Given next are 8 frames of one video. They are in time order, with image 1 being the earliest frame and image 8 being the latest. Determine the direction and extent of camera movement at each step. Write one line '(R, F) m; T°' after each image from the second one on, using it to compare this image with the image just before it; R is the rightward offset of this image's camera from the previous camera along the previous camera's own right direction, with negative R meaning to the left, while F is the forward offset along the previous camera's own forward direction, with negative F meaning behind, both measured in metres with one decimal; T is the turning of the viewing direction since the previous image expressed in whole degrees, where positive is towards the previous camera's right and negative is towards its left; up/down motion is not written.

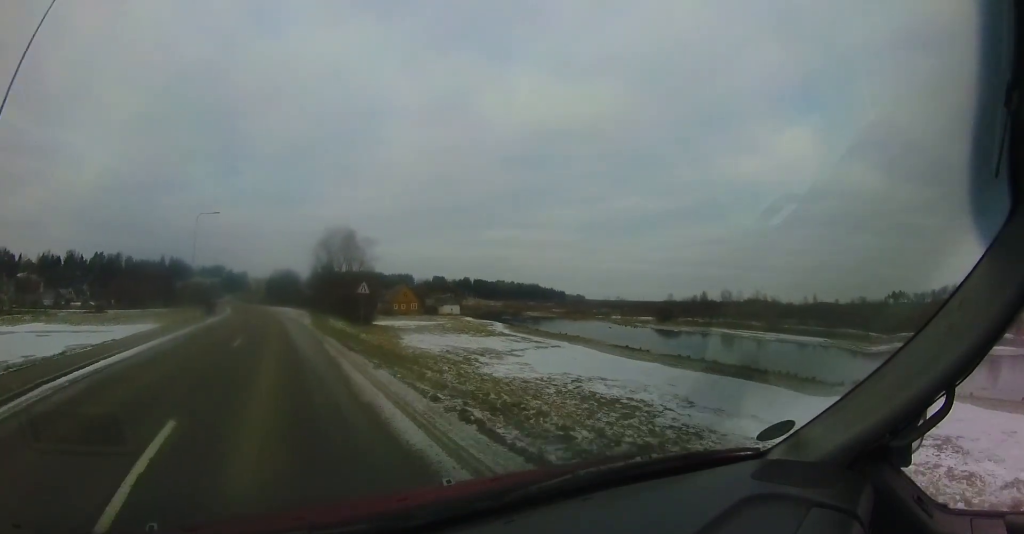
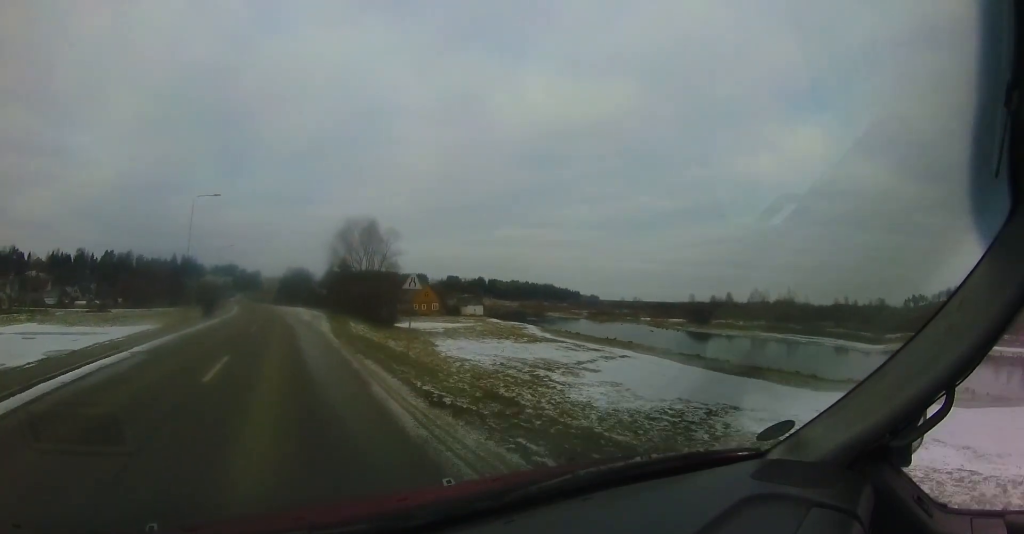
(-0.5, +6.1) m; +1°
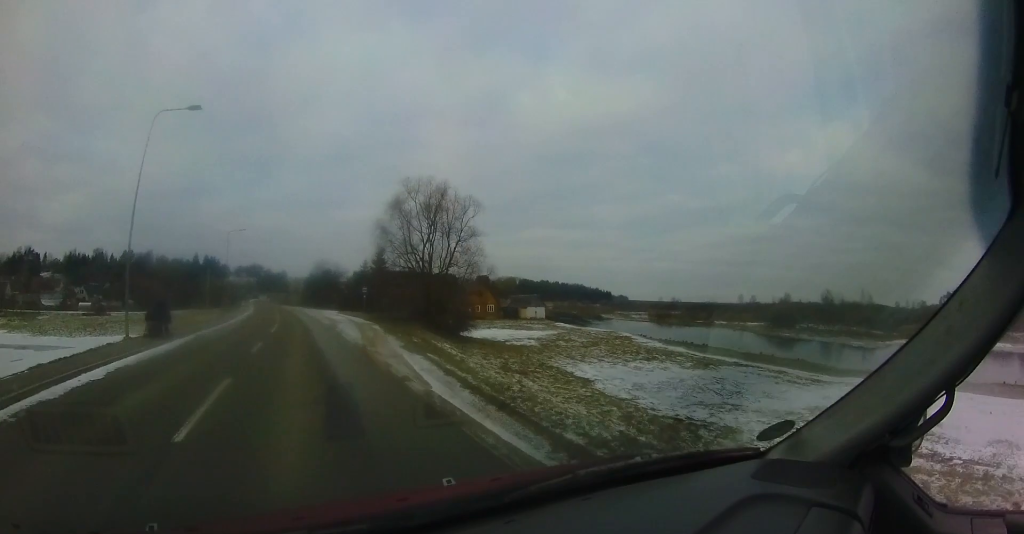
(+0.8, +14.7) m; +2°
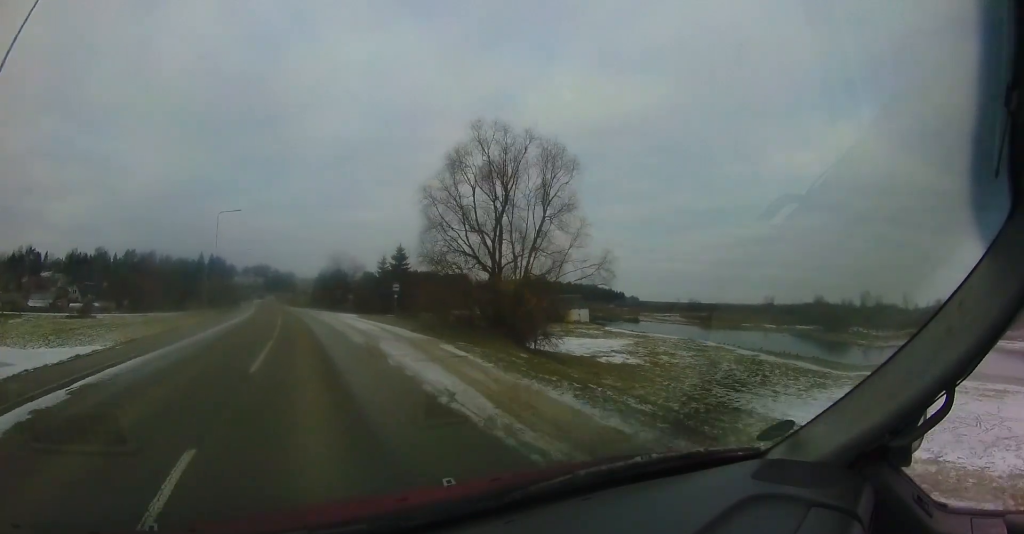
(-0.4, +10.0) m; -1°
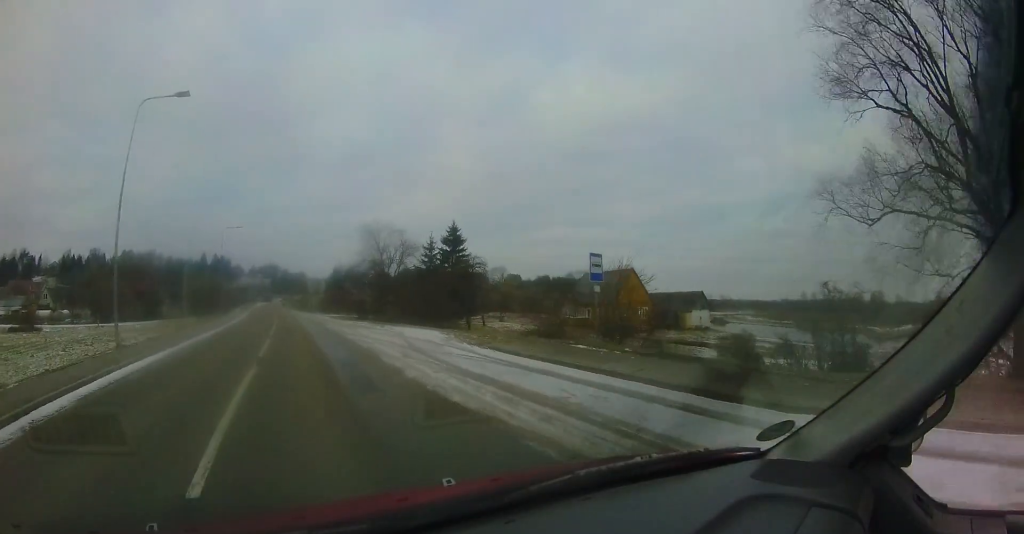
(+0.2, +20.1) m; -1°
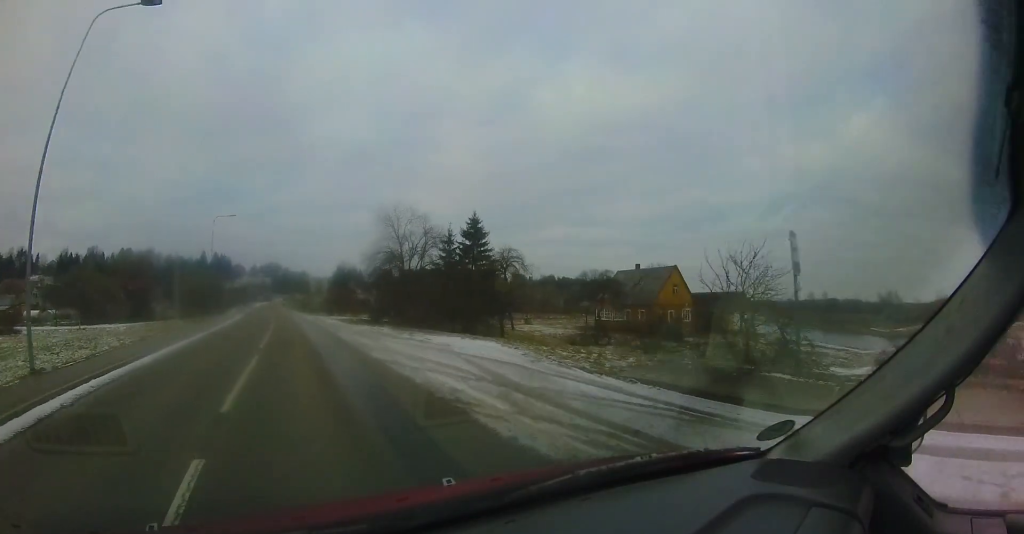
(0.0, +5.4) m; 0°
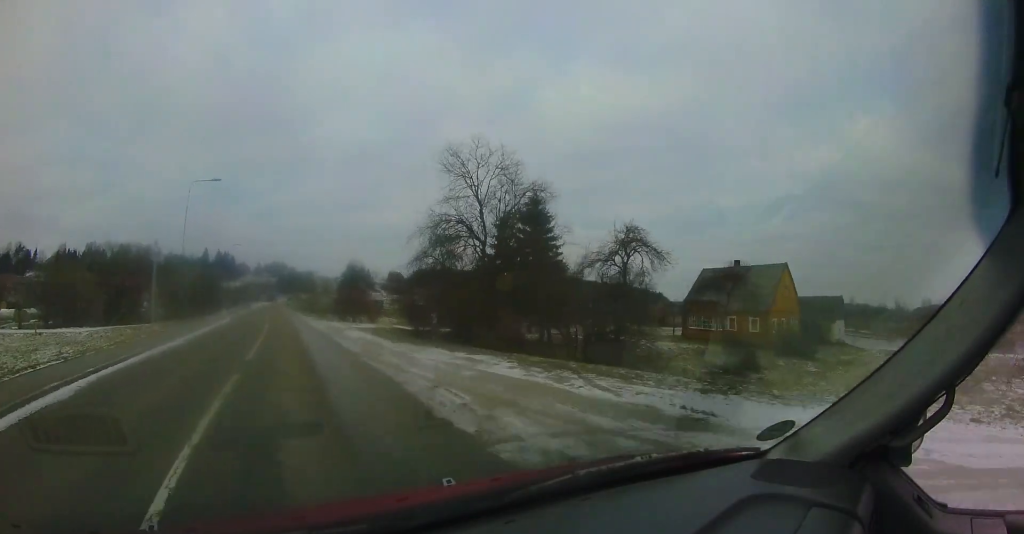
(0.0, +10.5) m; -1°
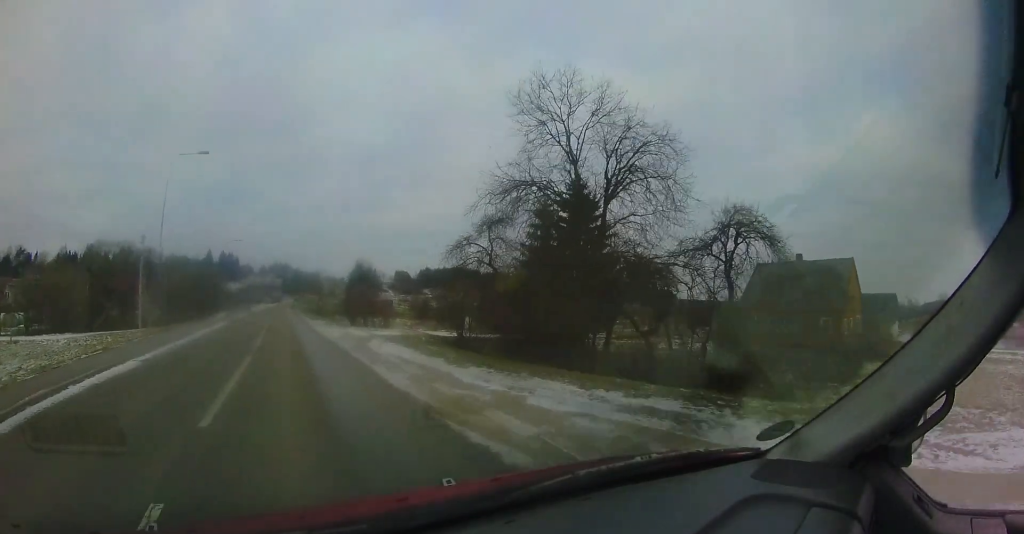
(0.0, +5.1) m; -1°
